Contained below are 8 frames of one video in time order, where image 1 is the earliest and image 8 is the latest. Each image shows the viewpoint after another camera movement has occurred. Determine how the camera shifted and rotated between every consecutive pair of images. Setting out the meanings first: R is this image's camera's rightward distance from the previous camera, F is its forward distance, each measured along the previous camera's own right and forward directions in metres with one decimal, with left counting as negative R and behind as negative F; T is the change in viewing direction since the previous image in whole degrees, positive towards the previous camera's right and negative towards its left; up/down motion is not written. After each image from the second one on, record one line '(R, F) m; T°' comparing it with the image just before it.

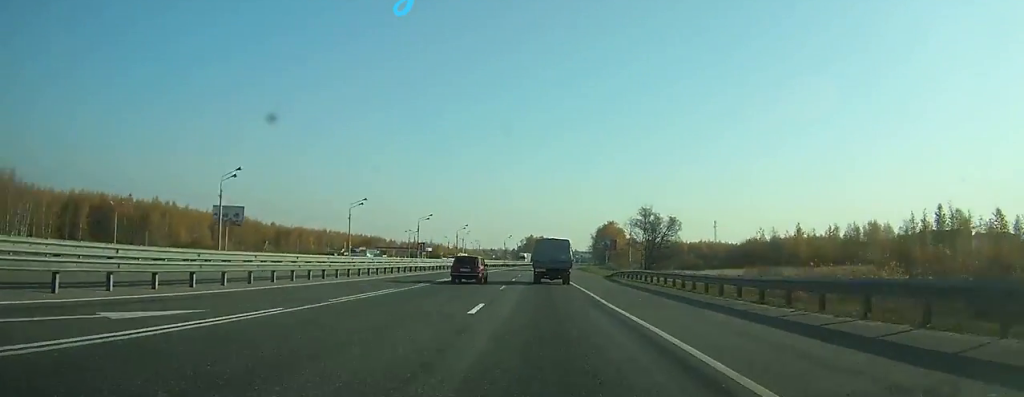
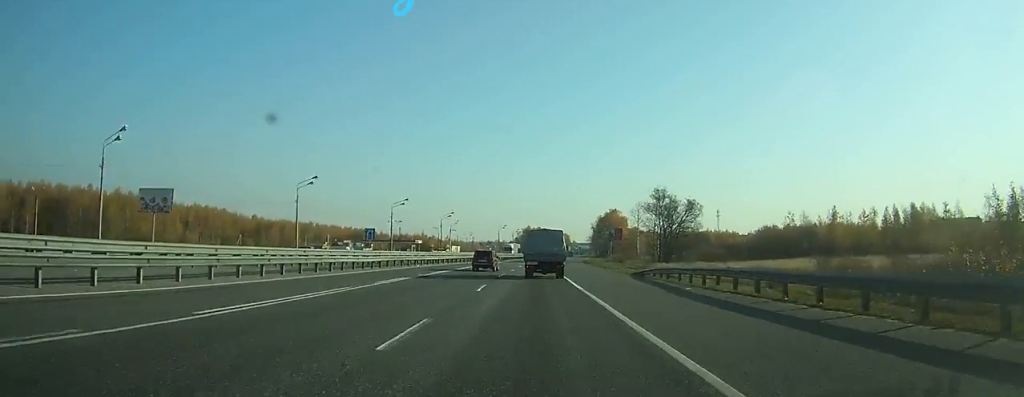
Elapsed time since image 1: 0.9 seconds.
(0.0, +17.9) m; 0°
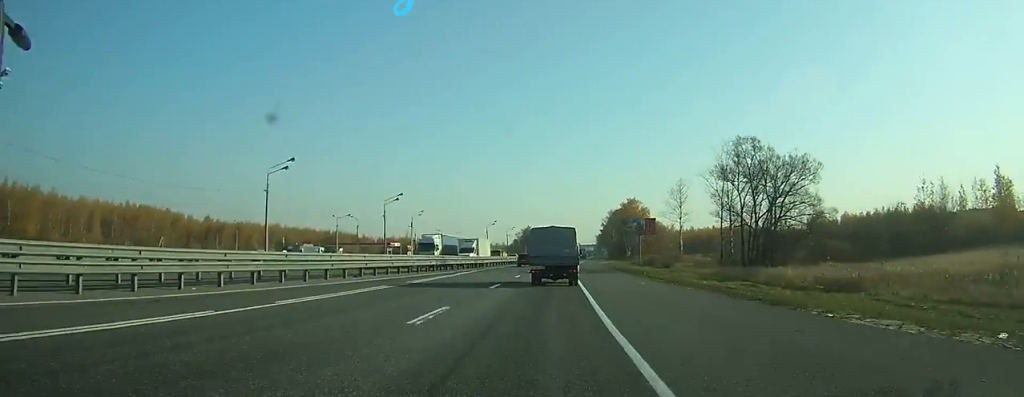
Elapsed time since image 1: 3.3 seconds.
(-0.2, +44.7) m; 0°
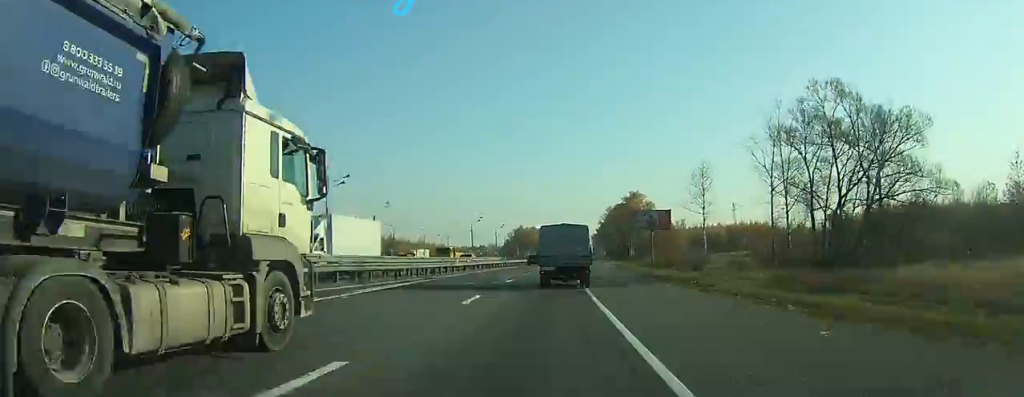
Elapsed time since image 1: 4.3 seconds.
(-0.2, +19.0) m; 0°
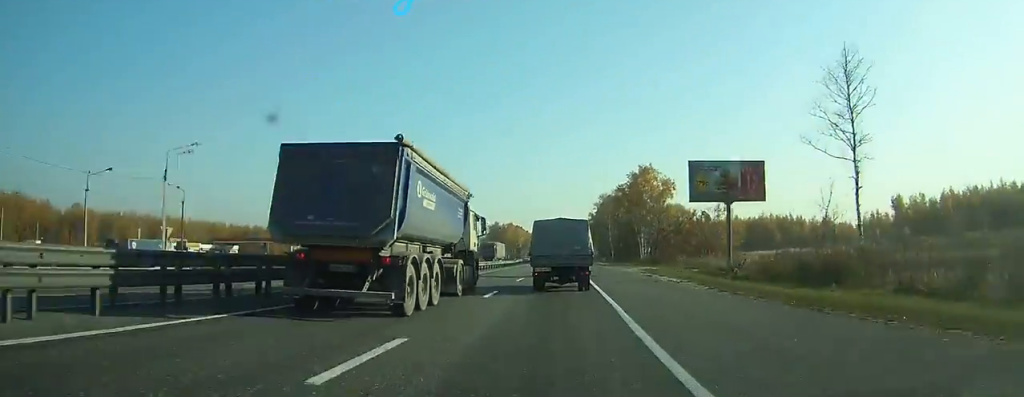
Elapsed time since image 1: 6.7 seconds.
(+0.8, +46.2) m; +2°
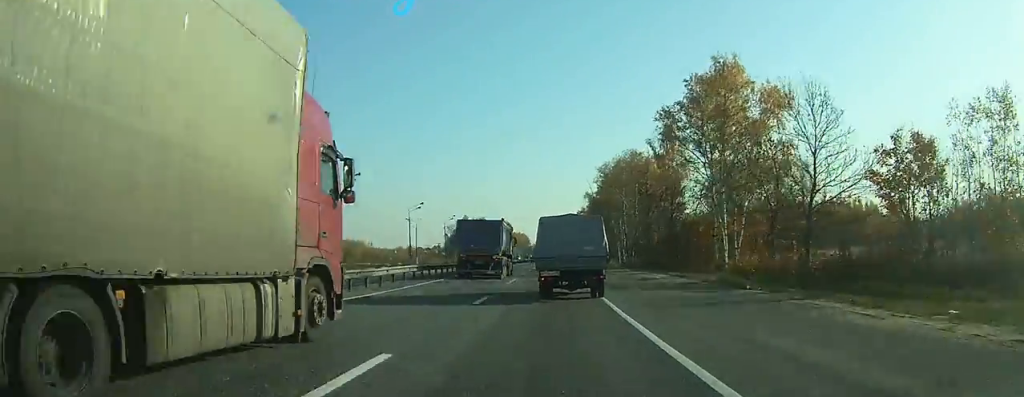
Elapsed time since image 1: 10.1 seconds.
(+0.7, +62.7) m; +1°
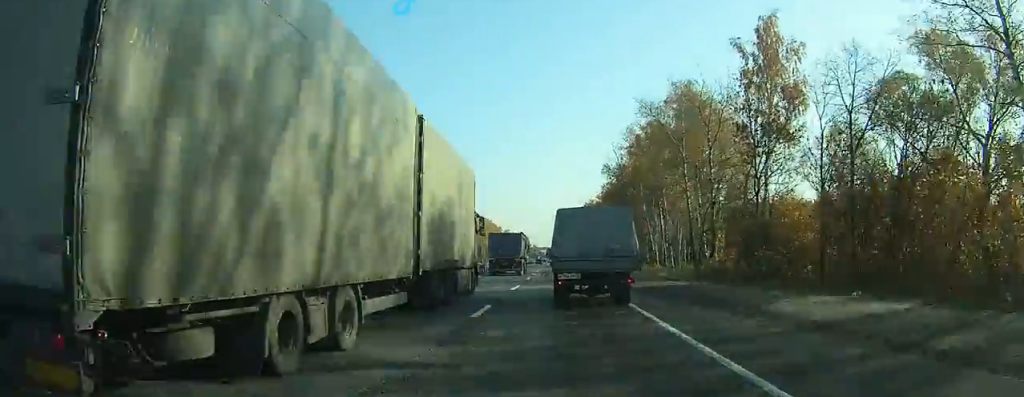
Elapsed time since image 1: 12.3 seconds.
(+0.4, +40.0) m; 0°
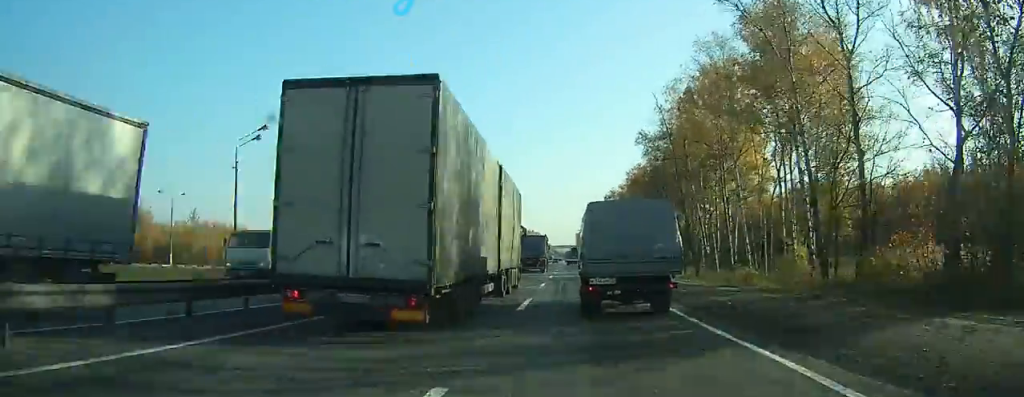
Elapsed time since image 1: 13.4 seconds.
(0.0, +22.0) m; 0°
